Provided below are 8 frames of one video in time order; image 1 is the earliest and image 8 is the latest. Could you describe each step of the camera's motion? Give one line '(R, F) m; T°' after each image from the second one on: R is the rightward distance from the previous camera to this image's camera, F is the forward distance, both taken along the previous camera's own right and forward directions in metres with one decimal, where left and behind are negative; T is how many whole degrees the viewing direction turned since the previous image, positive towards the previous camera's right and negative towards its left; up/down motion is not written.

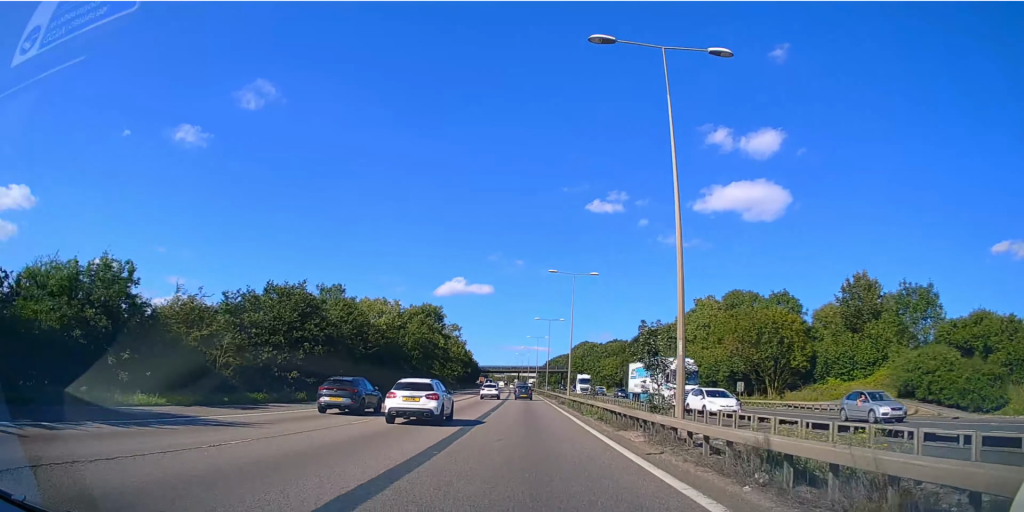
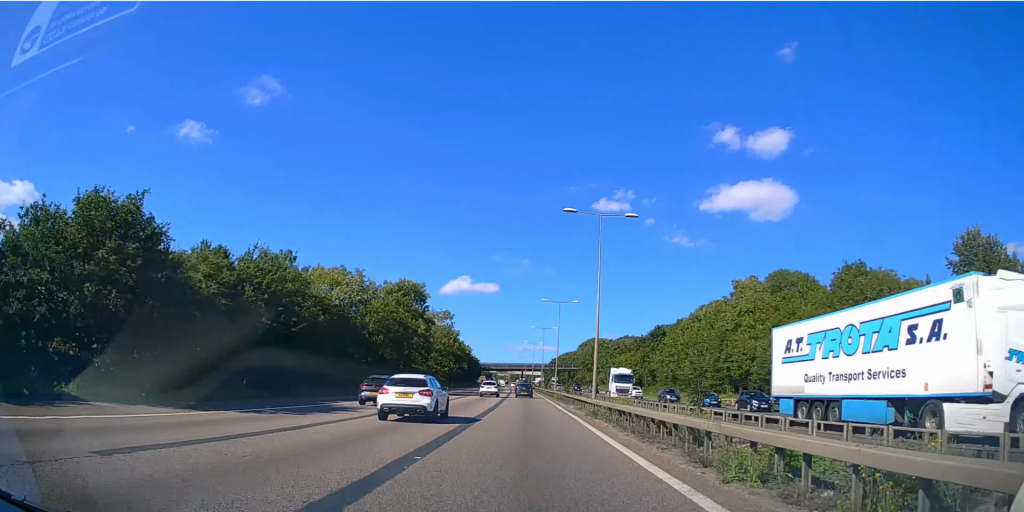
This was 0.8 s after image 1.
(+0.1, +19.1) m; 0°
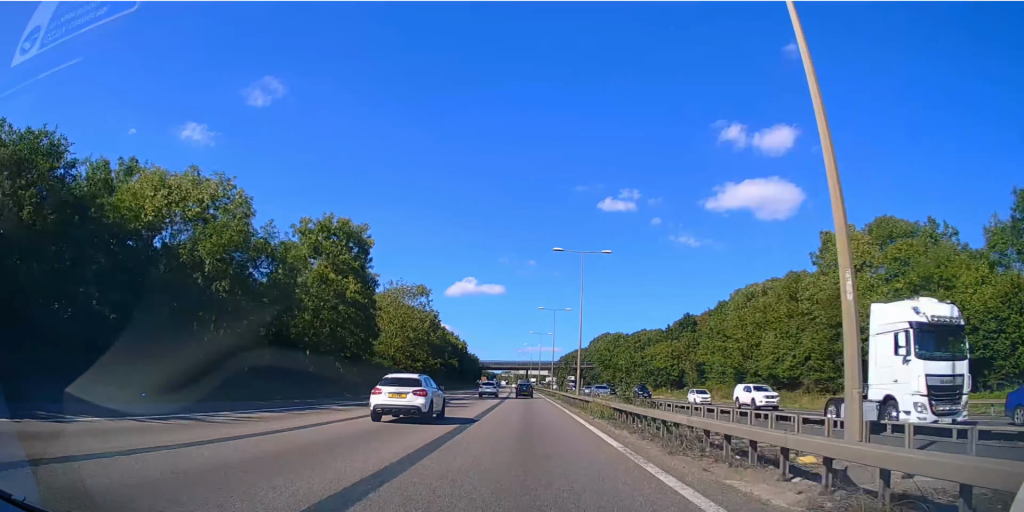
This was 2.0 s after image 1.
(-0.2, +29.6) m; -1°
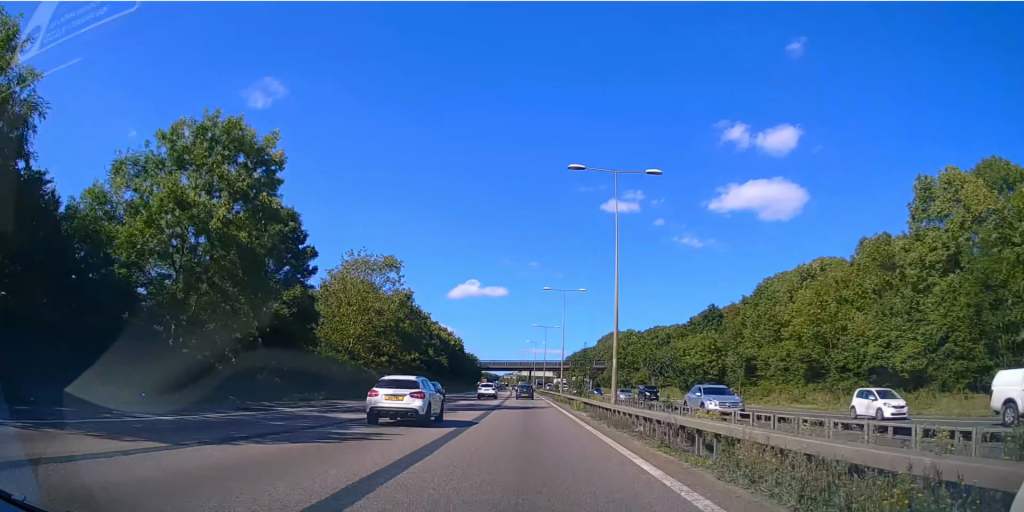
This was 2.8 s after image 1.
(-0.1, +19.3) m; -1°
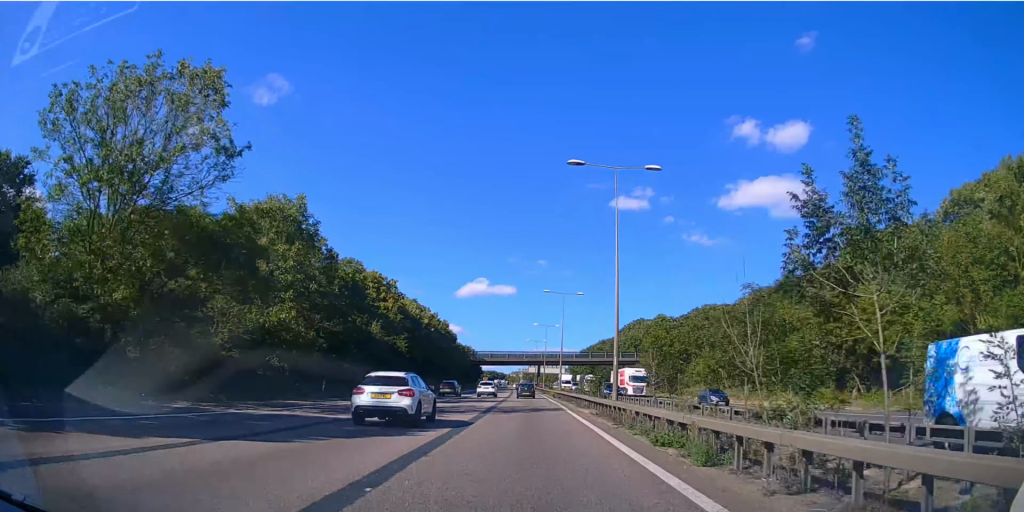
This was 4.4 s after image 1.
(-0.2, +38.9) m; 0°
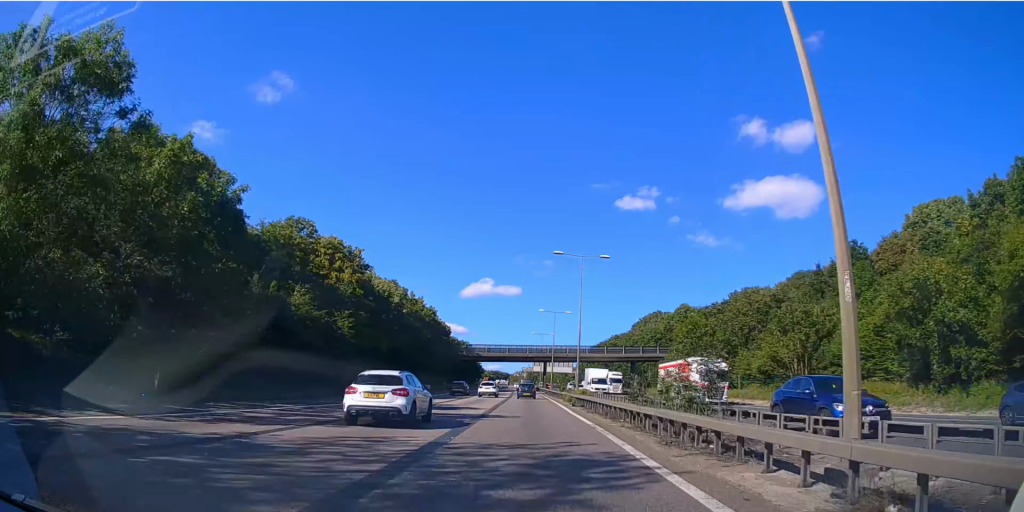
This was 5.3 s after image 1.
(0.0, +20.8) m; -1°
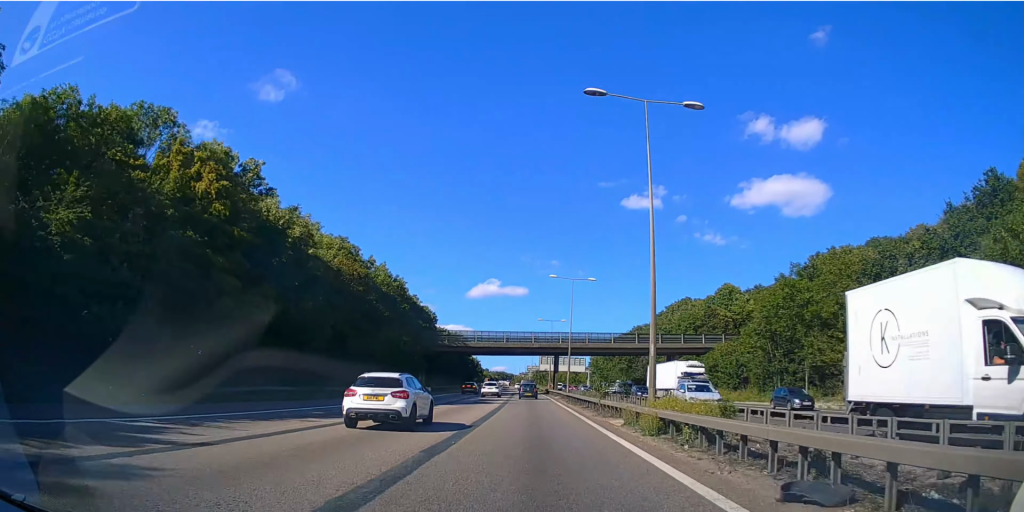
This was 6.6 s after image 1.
(-0.3, +29.6) m; -1°
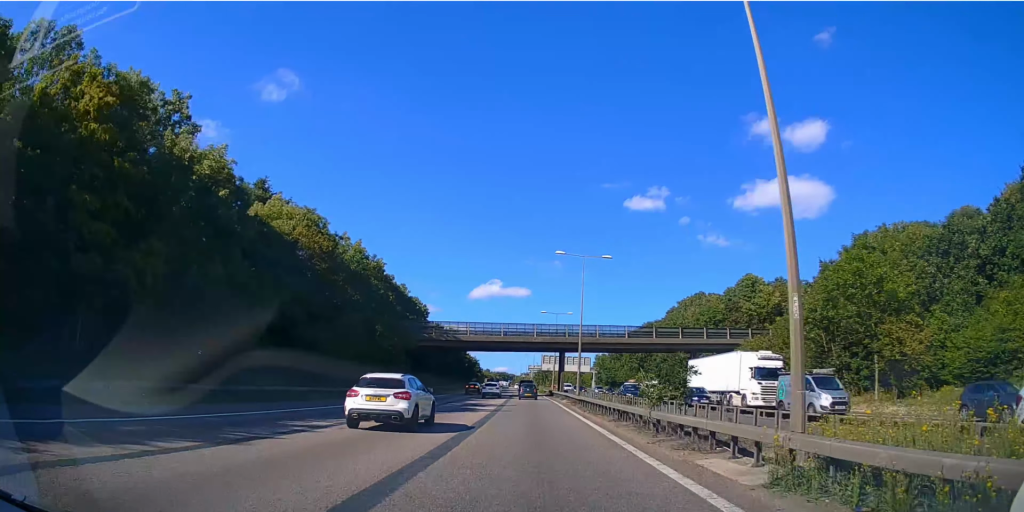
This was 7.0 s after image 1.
(0.0, +10.7) m; 0°
